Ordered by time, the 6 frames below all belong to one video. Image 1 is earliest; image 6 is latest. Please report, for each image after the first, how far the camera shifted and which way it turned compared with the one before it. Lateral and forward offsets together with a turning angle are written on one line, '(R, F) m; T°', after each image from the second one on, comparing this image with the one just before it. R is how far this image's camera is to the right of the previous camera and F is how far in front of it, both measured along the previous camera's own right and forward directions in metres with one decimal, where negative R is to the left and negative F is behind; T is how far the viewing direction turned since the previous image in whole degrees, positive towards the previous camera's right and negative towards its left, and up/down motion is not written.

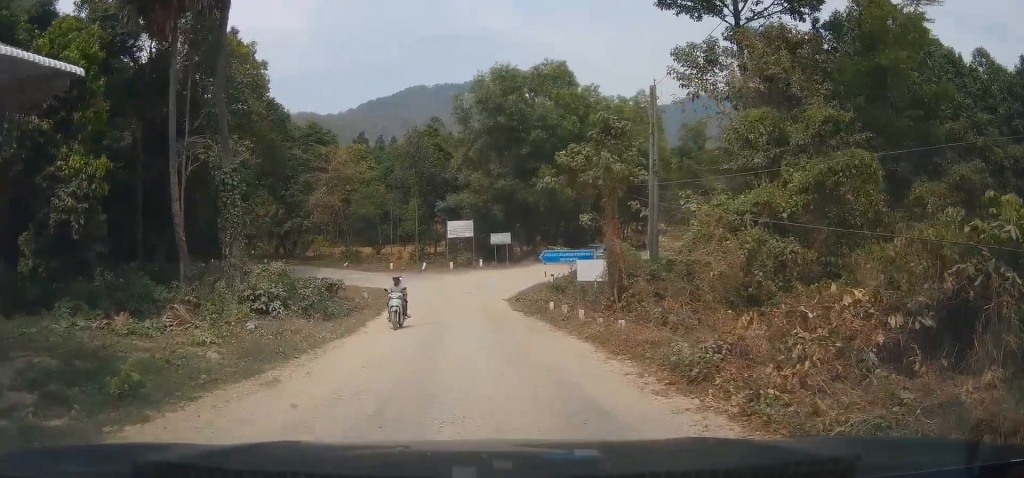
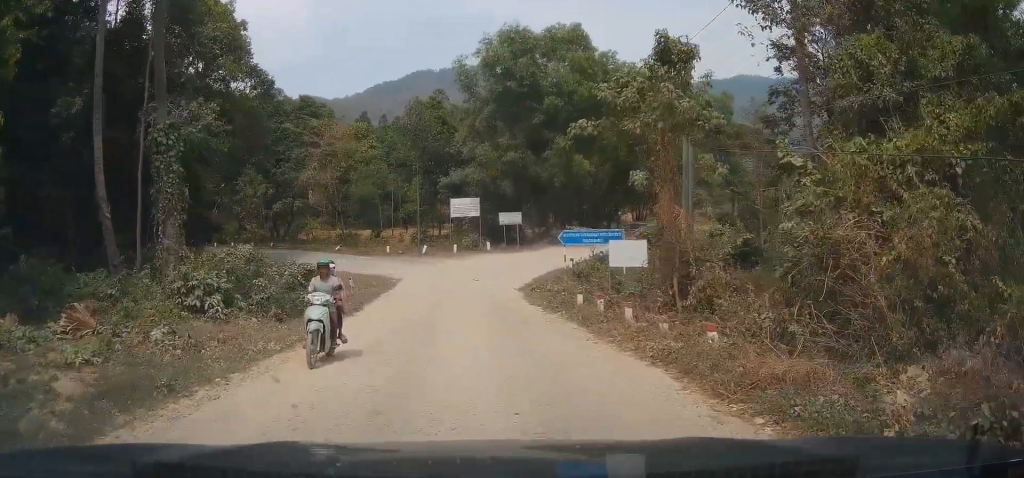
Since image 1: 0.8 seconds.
(0.0, +6.0) m; -3°
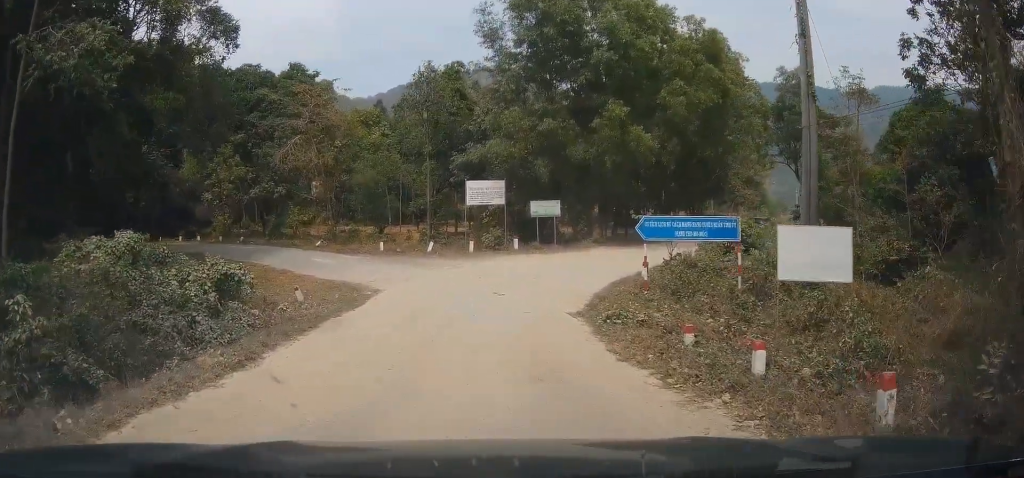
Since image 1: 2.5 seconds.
(-0.7, +12.7) m; -5°
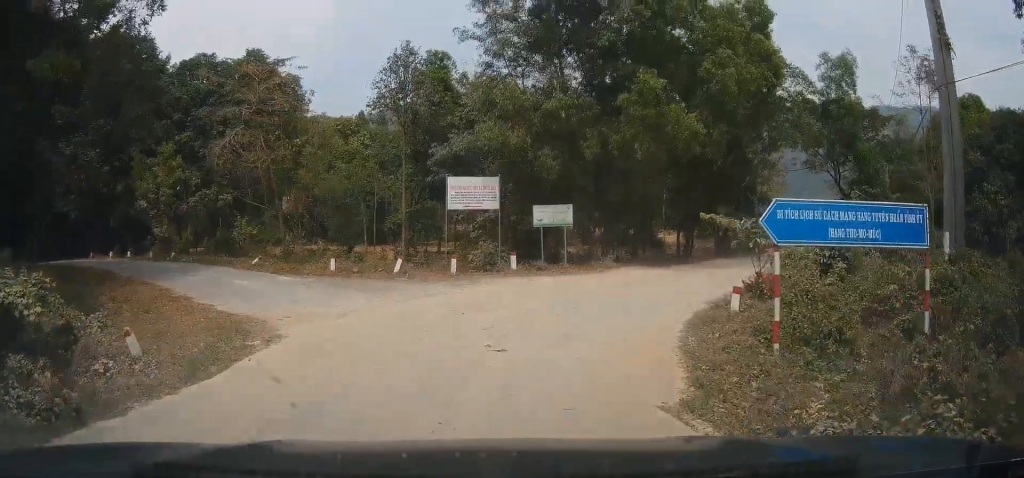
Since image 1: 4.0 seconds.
(-0.1, +9.5) m; -1°
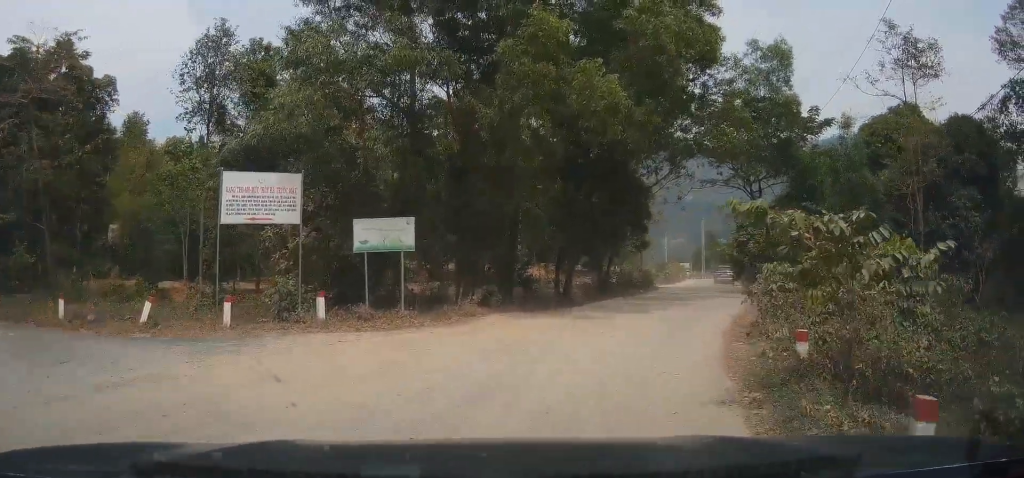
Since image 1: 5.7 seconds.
(+0.4, +9.2) m; +3°
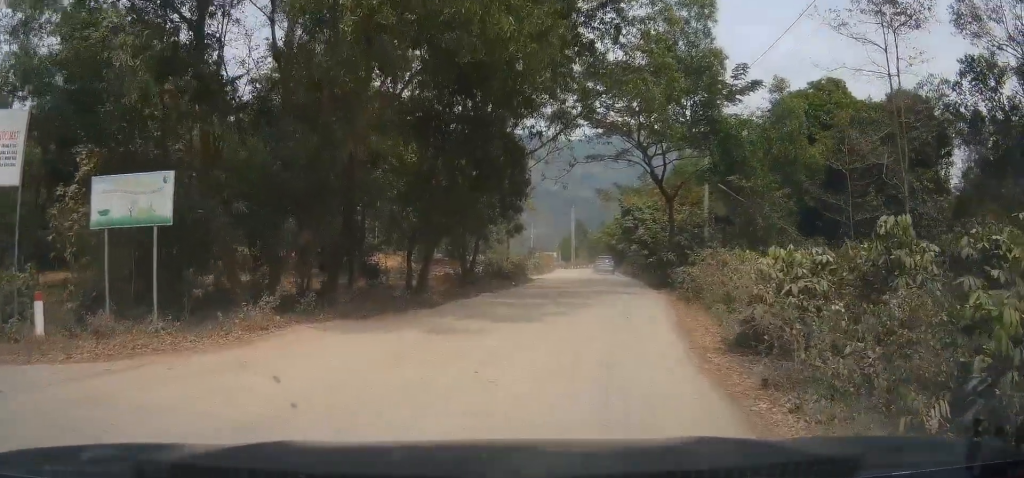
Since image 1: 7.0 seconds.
(+0.1, +6.2) m; +8°
